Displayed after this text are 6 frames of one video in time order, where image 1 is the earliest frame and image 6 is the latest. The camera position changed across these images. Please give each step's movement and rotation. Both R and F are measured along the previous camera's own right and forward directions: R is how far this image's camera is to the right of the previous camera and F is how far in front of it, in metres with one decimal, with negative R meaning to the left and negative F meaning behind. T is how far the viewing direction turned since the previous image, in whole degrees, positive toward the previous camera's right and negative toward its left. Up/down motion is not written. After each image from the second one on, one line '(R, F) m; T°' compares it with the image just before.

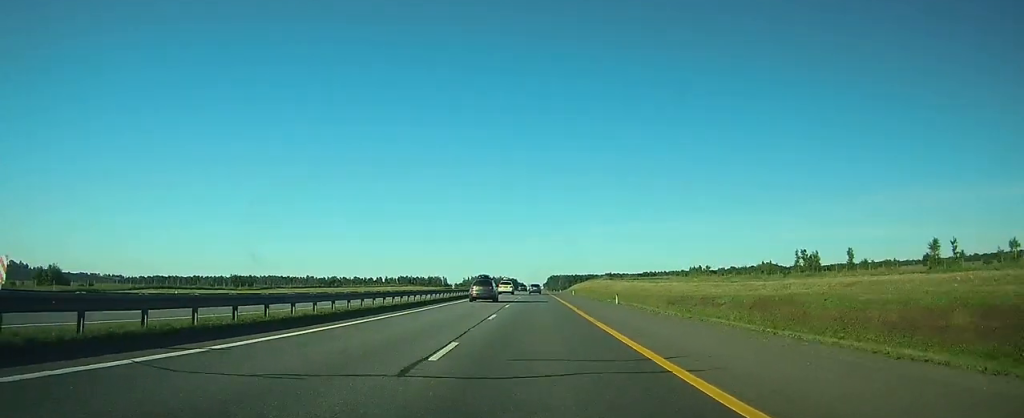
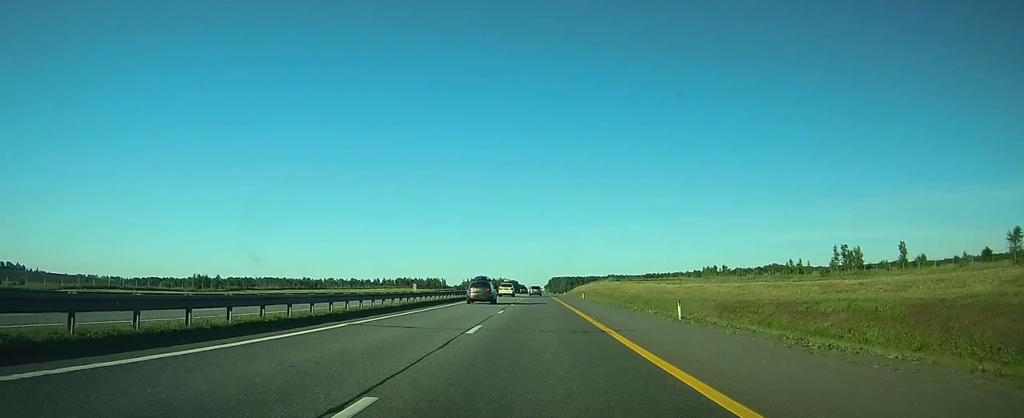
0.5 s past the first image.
(0.0, +18.2) m; 0°
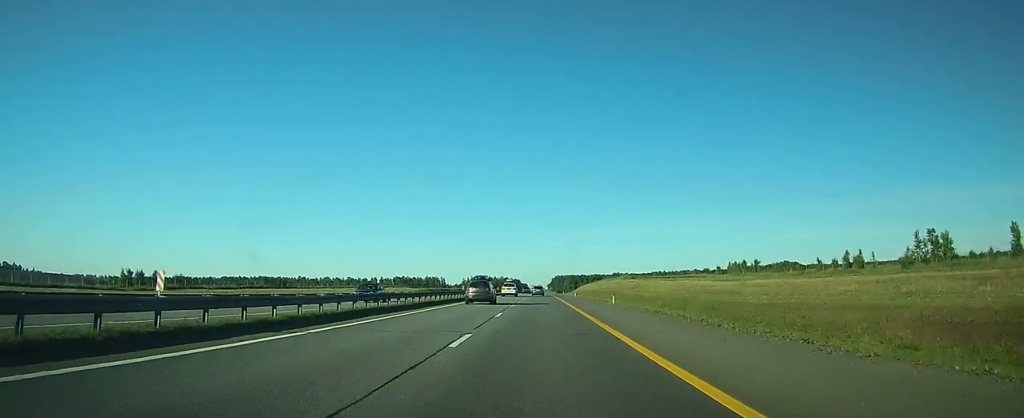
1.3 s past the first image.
(+0.1, +27.2) m; 0°
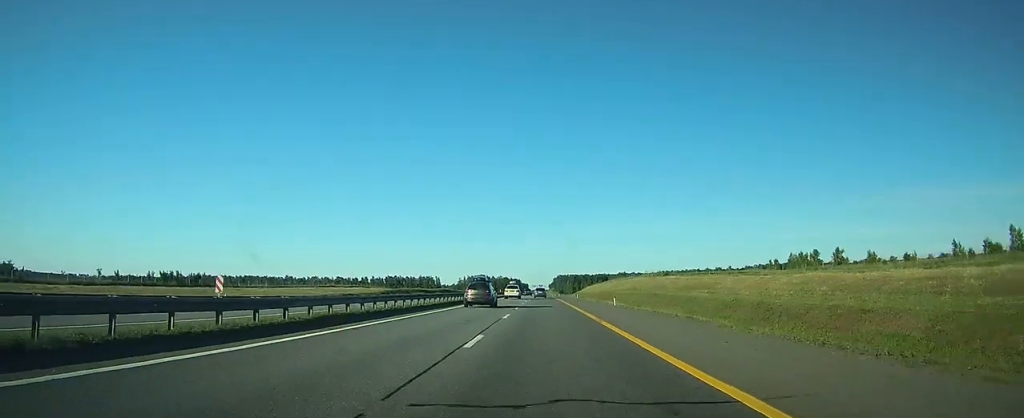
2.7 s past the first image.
(-0.1, +47.7) m; 0°
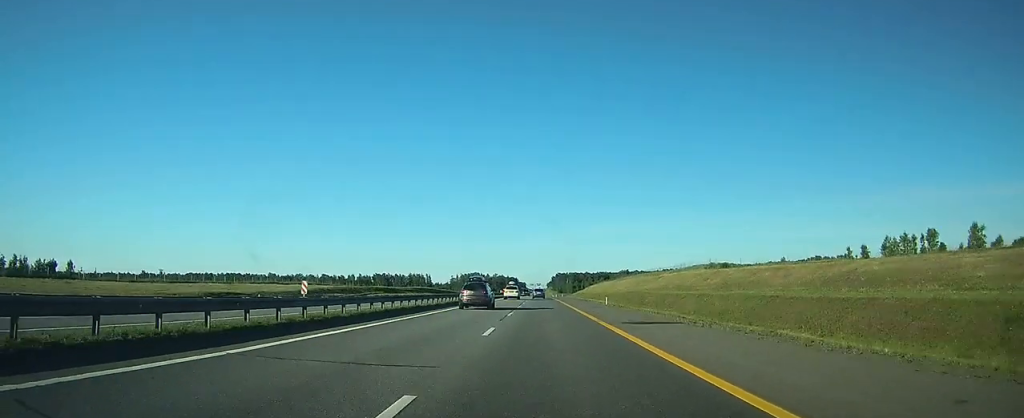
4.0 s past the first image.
(0.0, +44.3) m; 0°
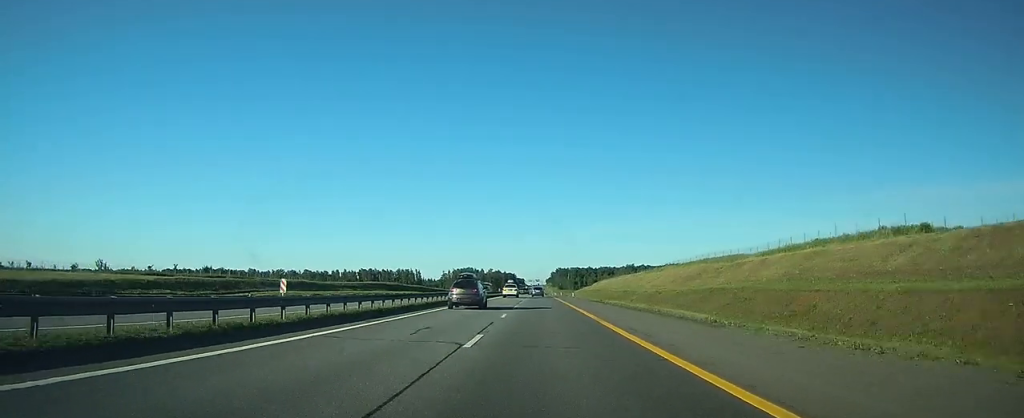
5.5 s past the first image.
(-0.2, +51.3) m; 0°
